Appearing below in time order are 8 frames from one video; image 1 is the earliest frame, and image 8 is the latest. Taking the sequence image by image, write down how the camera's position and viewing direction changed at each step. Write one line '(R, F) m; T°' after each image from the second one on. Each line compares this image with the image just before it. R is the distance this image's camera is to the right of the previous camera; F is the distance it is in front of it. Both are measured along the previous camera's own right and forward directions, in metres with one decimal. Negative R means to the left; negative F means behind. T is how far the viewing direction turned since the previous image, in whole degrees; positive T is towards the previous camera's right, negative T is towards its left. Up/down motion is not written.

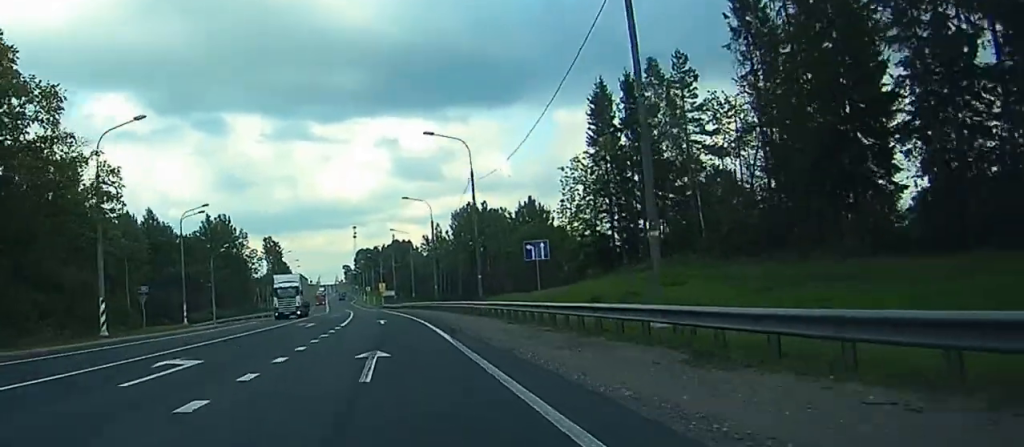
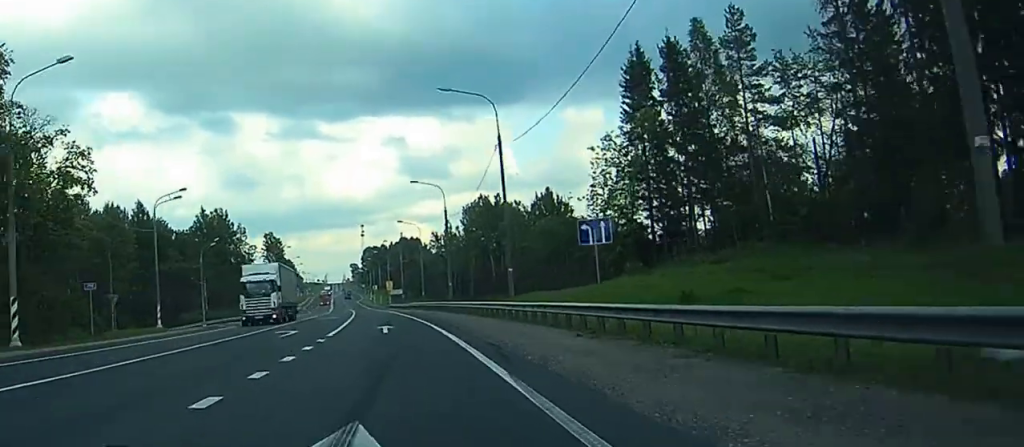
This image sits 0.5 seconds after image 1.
(+0.9, +16.4) m; +1°
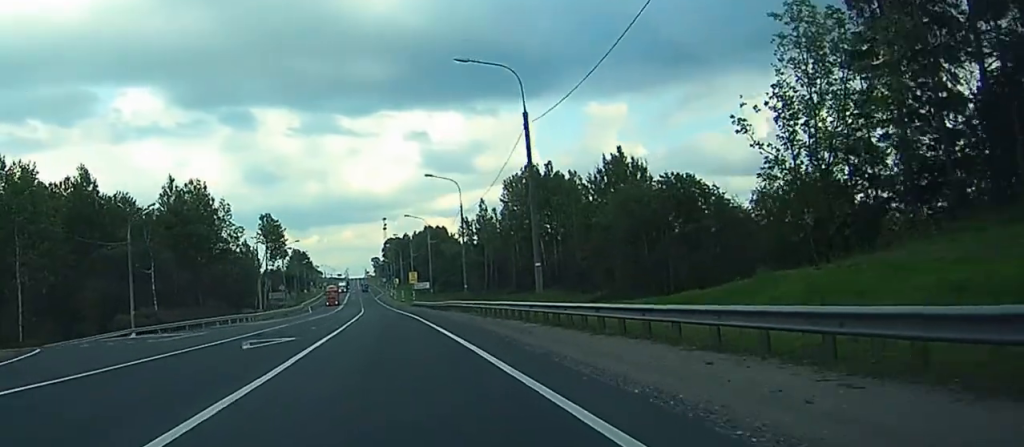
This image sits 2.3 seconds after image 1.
(-0.5, +48.7) m; +1°
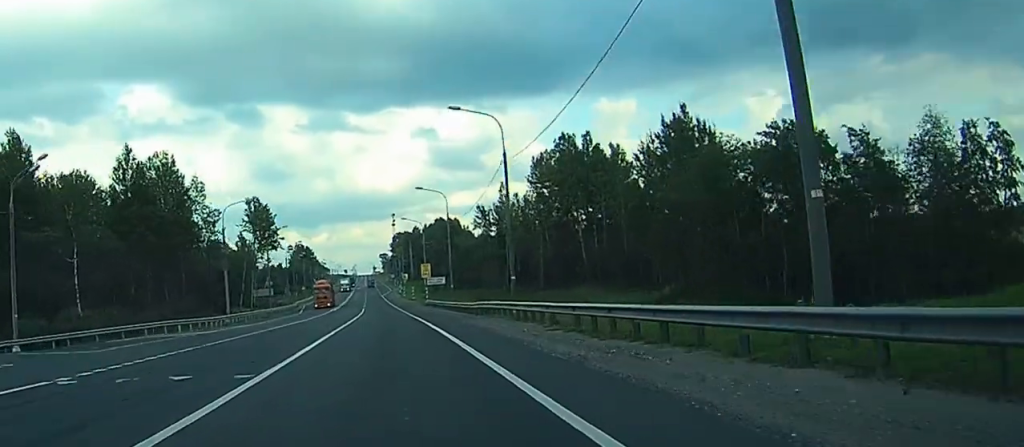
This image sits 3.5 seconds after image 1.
(+0.1, +27.0) m; 0°
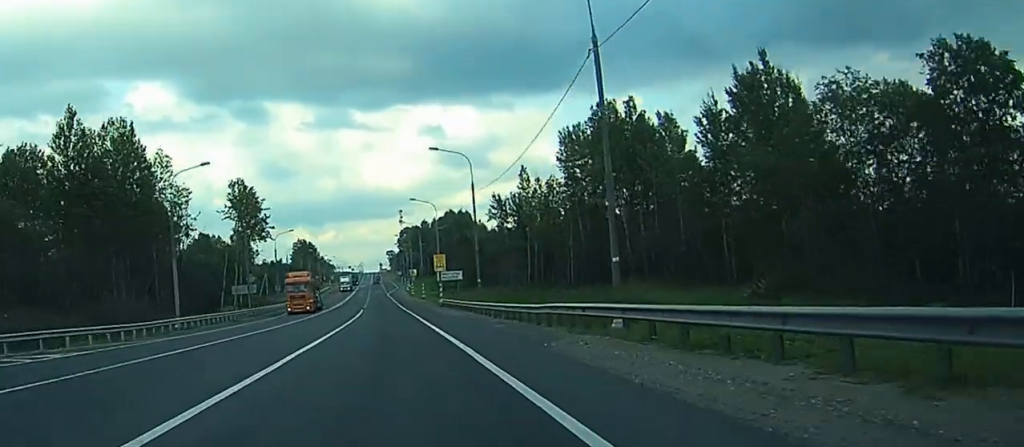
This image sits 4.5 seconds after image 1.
(0.0, +21.0) m; 0°
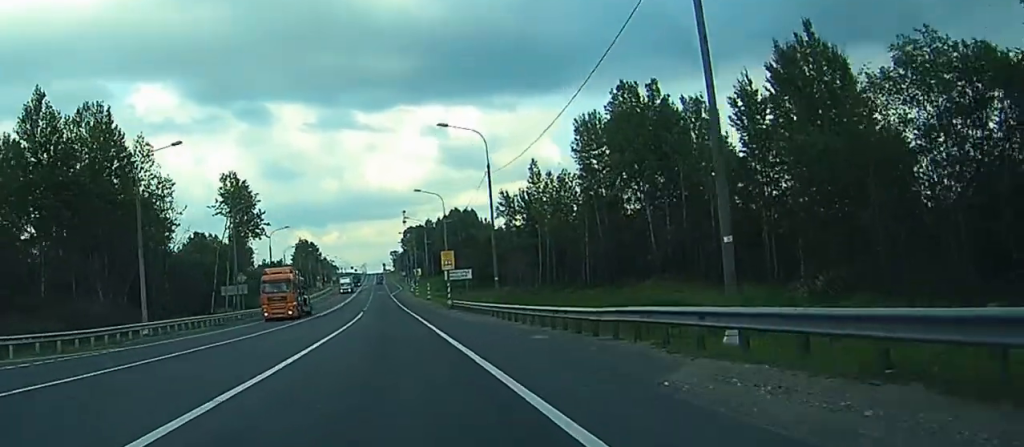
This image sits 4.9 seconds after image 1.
(0.0, +8.6) m; 0°
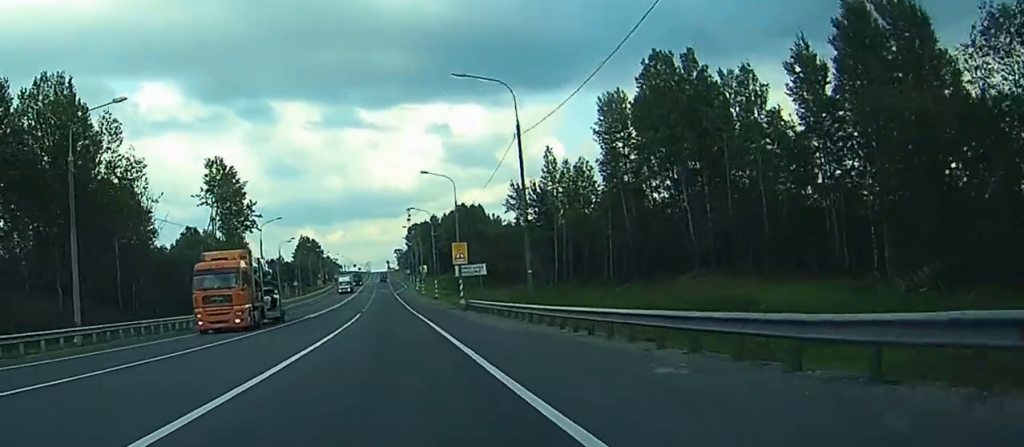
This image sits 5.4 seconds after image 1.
(0.0, +11.5) m; 0°
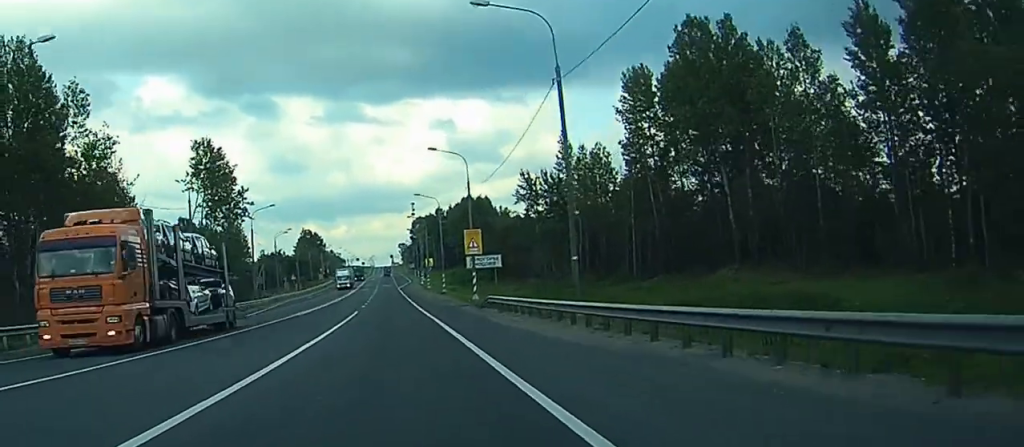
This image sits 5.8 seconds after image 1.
(0.0, +9.4) m; 0°
